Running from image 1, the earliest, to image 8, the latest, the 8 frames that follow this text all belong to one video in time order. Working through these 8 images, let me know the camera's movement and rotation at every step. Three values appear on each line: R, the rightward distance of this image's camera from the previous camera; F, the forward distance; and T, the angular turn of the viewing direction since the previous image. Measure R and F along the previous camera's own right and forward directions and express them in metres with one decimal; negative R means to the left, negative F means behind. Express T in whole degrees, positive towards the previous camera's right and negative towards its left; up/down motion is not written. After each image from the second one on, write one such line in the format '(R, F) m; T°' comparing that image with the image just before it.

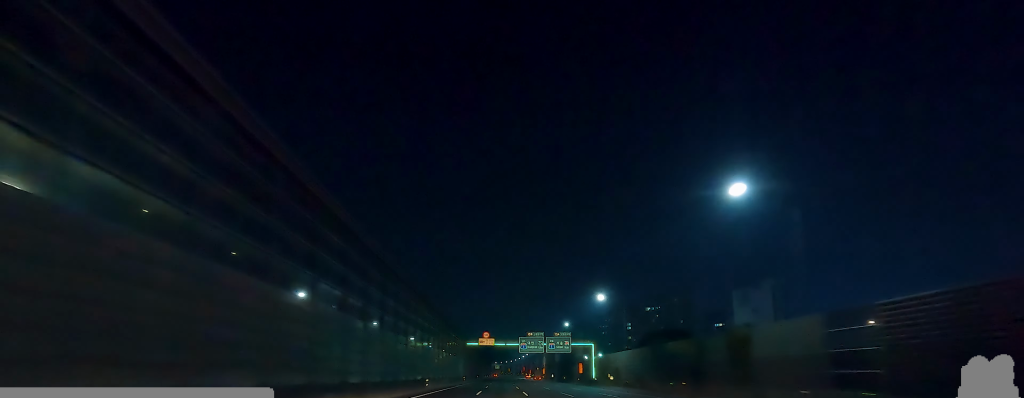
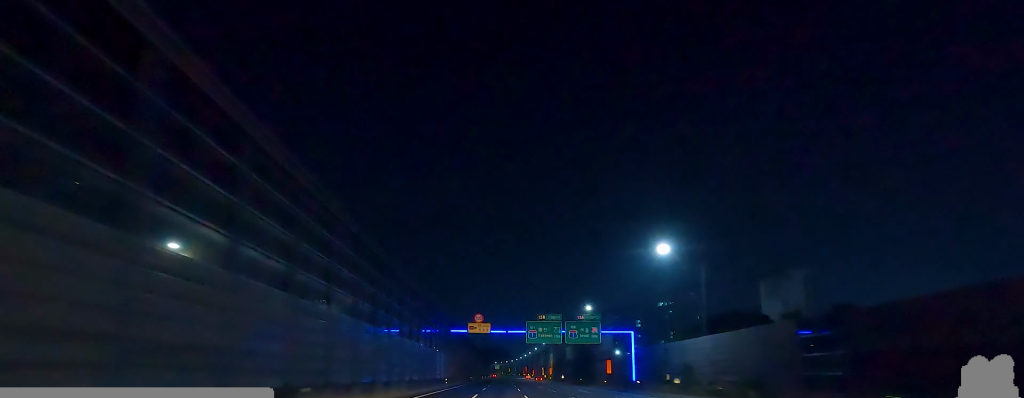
(-1.1, +29.6) m; -2°
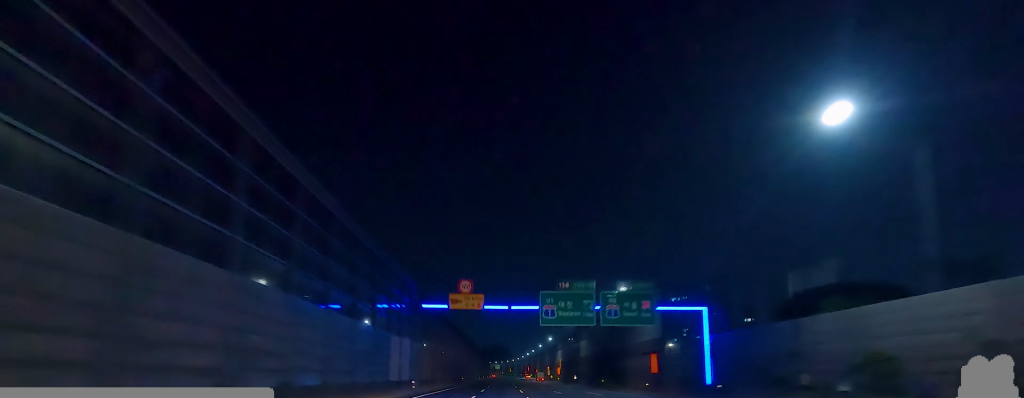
(+0.1, +23.8) m; +2°
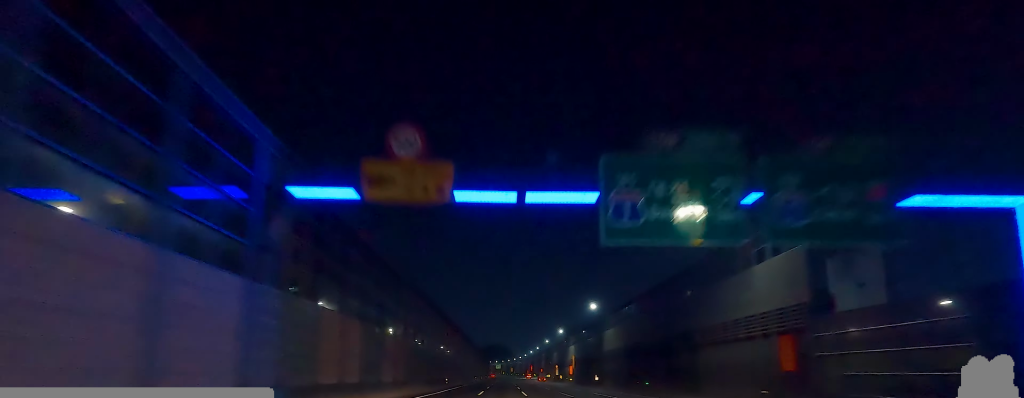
(+0.8, +25.4) m; +1°
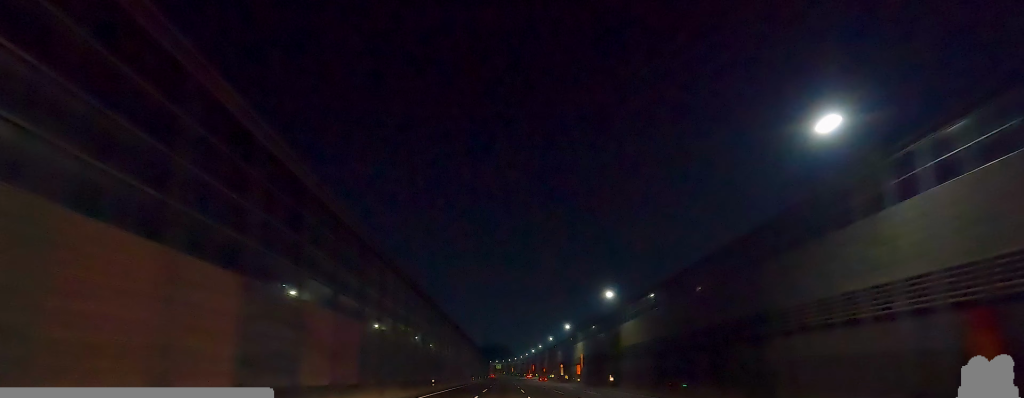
(+0.4, +11.5) m; -1°
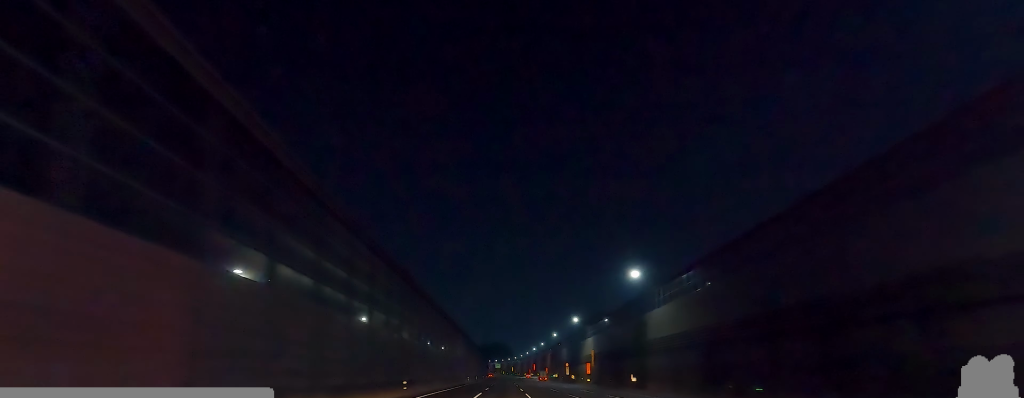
(-0.7, +12.7) m; -1°
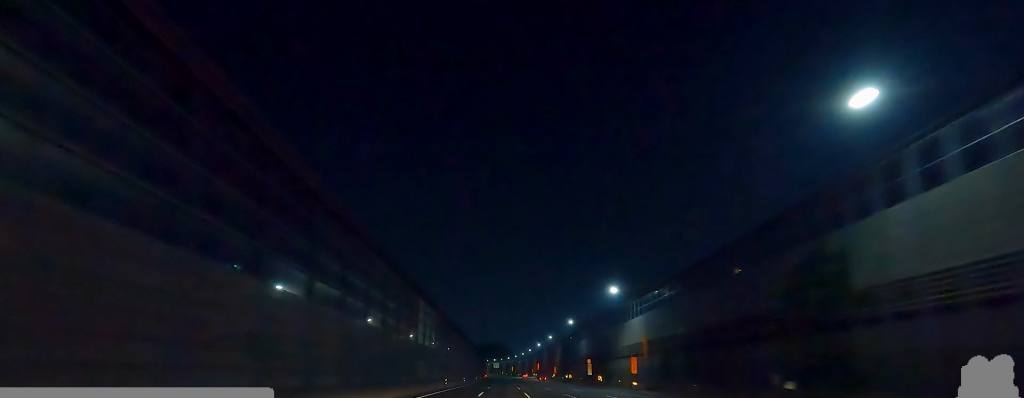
(-0.1, +32.6) m; +1°
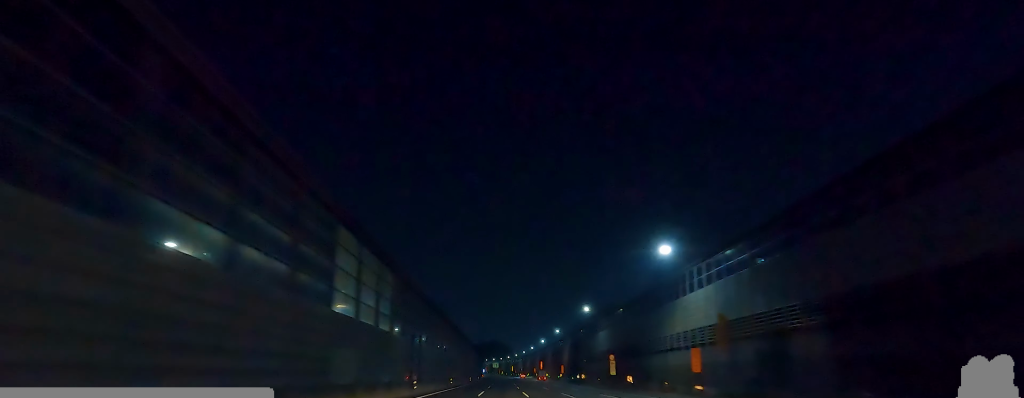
(+0.2, +18.8) m; 0°
